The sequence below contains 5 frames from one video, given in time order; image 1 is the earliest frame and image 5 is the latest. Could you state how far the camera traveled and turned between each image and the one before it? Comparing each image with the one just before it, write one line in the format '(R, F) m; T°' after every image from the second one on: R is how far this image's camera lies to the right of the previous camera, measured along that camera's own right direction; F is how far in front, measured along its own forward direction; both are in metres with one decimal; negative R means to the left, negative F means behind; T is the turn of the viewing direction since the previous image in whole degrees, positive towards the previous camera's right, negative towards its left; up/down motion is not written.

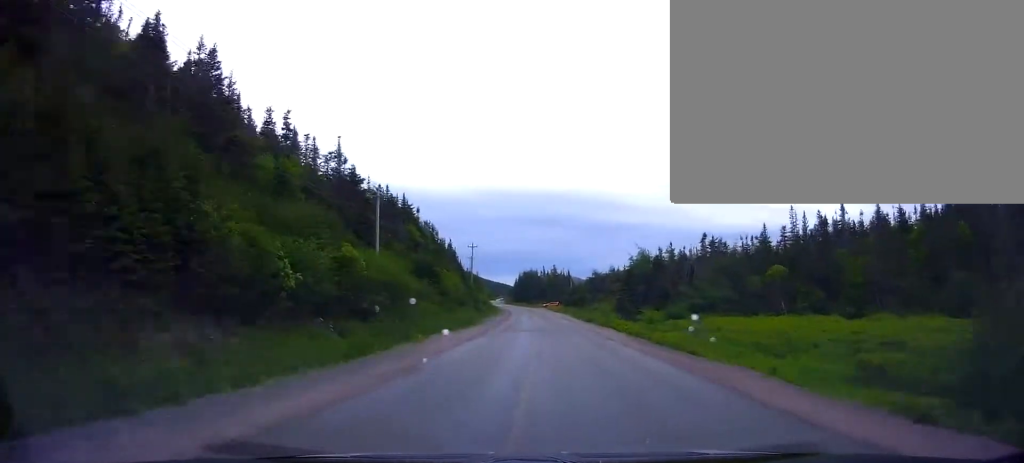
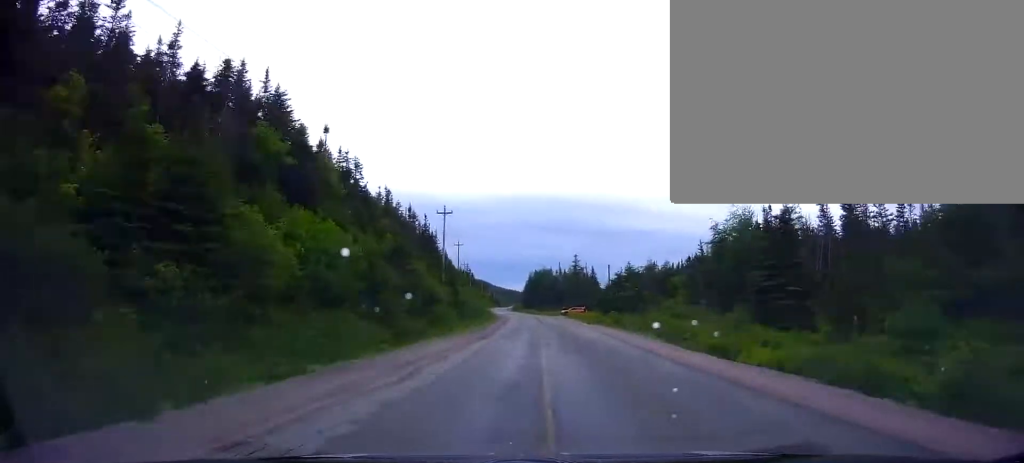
(-0.4, +47.3) m; -1°
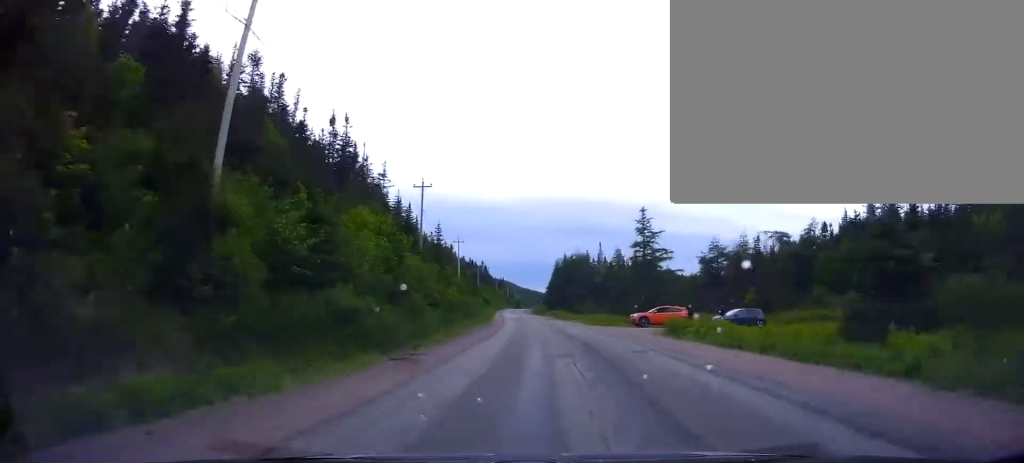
(-1.0, +55.1) m; -2°
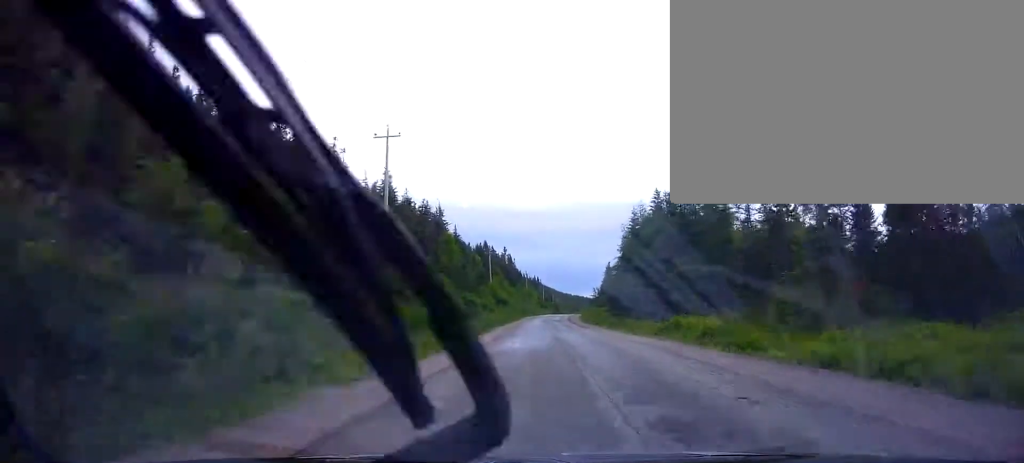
(-2.2, +70.3) m; -4°
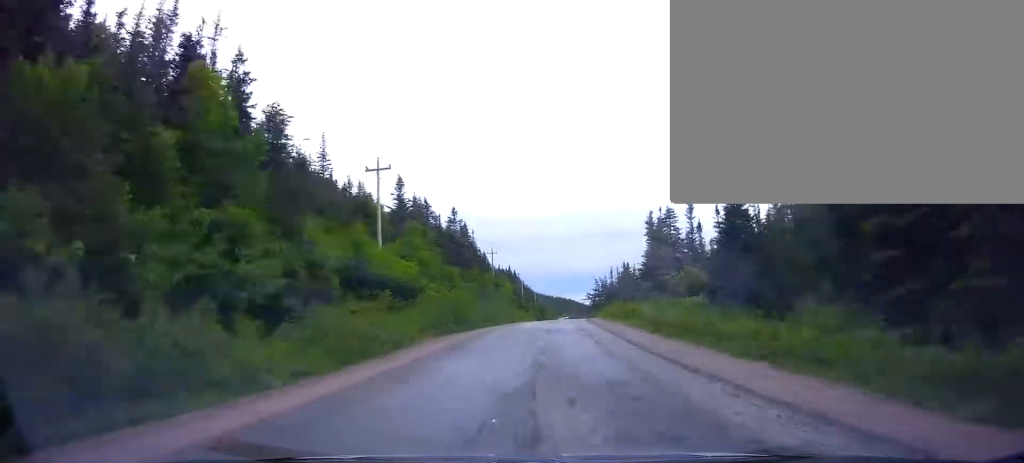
(+0.1, +66.3) m; +2°
